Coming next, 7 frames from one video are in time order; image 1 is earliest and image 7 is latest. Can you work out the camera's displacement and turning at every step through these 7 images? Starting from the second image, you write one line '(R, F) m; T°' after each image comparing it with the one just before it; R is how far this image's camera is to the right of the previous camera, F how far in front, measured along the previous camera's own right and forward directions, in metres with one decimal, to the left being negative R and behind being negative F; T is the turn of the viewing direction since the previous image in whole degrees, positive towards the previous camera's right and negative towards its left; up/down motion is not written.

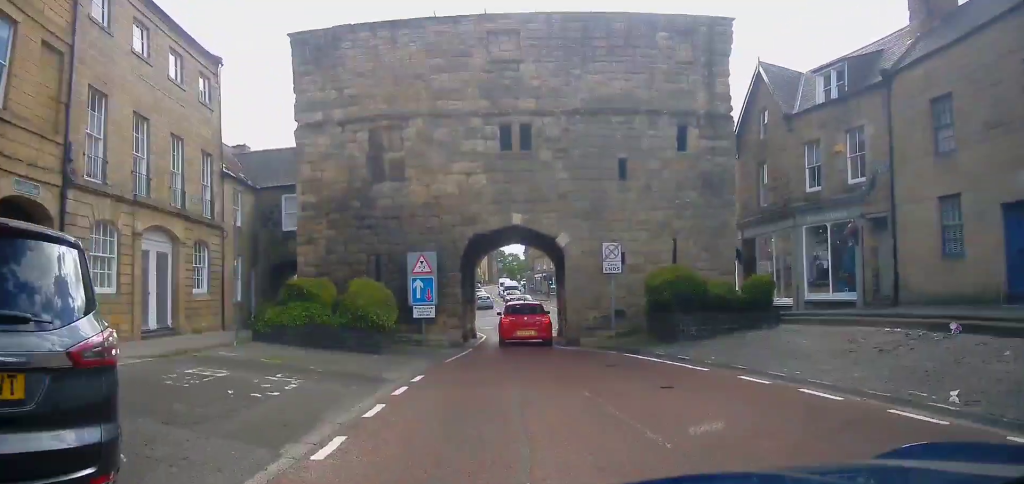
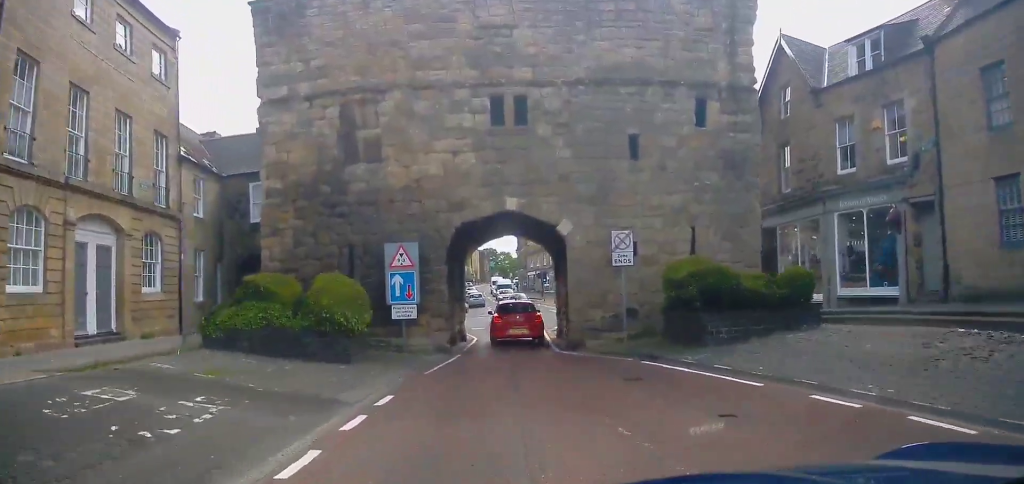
(0.0, +2.2) m; +2°
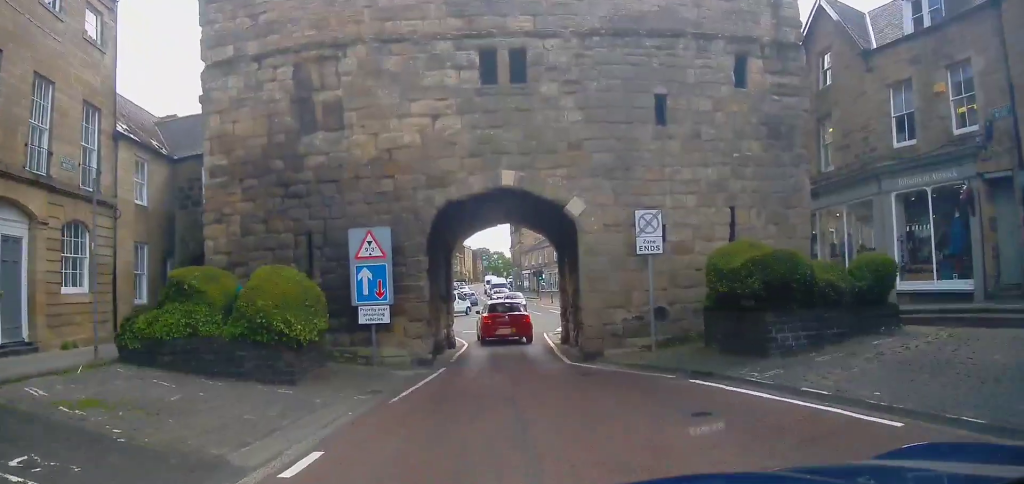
(+0.1, +3.2) m; +3°
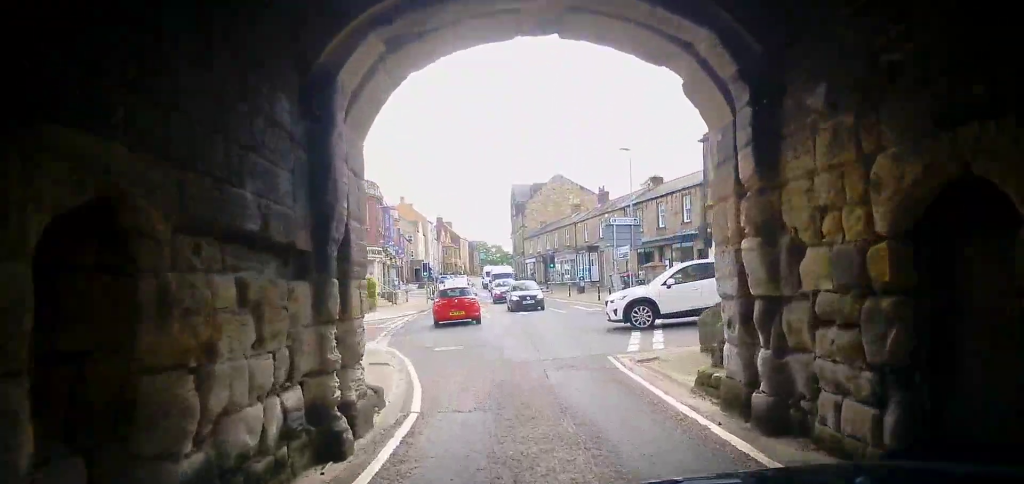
(+0.6, +12.8) m; +3°
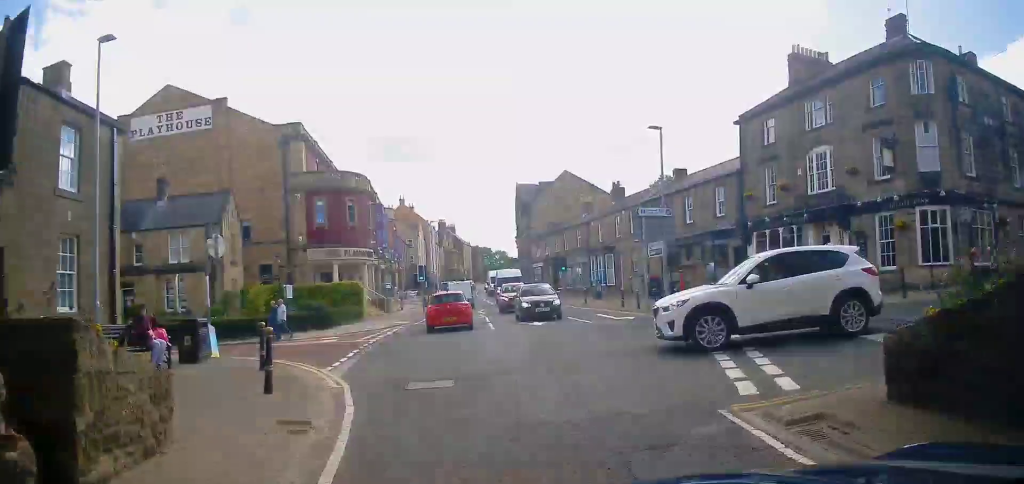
(0.0, +5.4) m; -3°
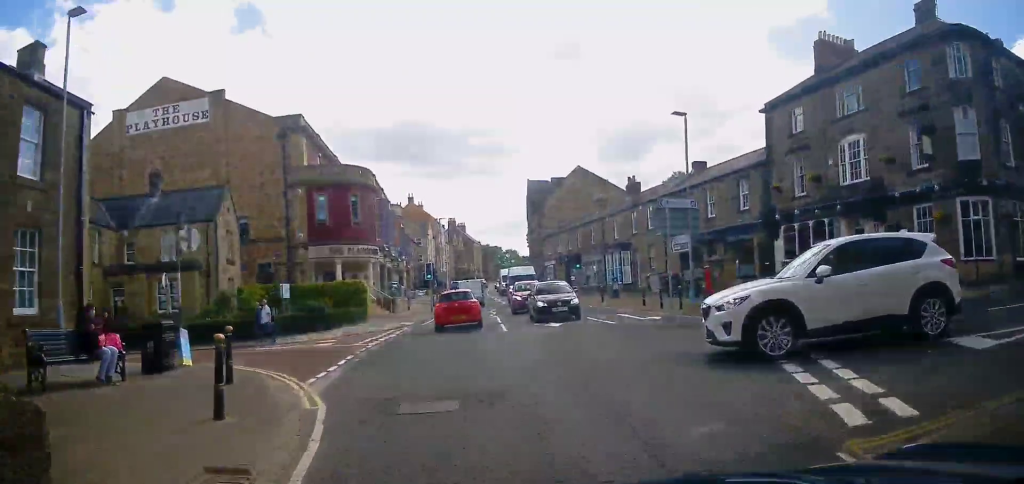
(+0.1, +2.2) m; -2°
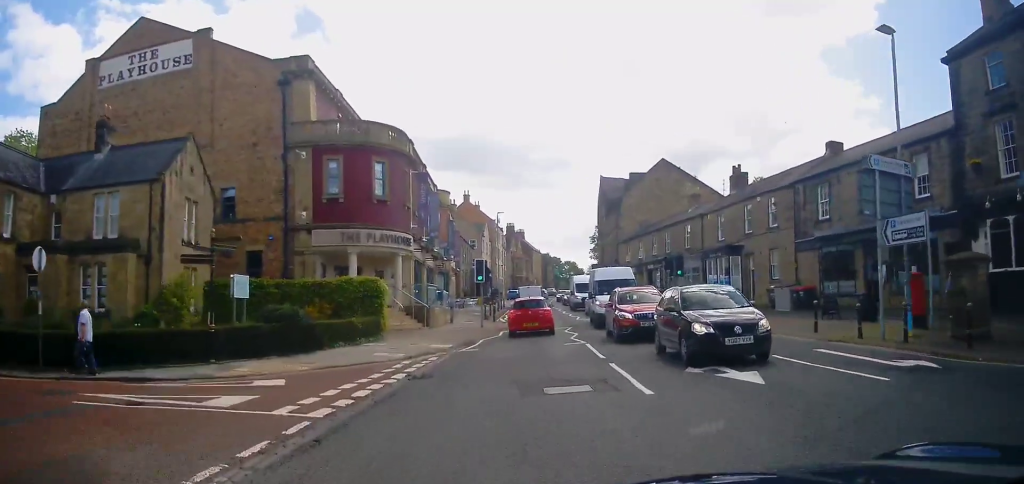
(-1.0, +11.1) m; -5°
